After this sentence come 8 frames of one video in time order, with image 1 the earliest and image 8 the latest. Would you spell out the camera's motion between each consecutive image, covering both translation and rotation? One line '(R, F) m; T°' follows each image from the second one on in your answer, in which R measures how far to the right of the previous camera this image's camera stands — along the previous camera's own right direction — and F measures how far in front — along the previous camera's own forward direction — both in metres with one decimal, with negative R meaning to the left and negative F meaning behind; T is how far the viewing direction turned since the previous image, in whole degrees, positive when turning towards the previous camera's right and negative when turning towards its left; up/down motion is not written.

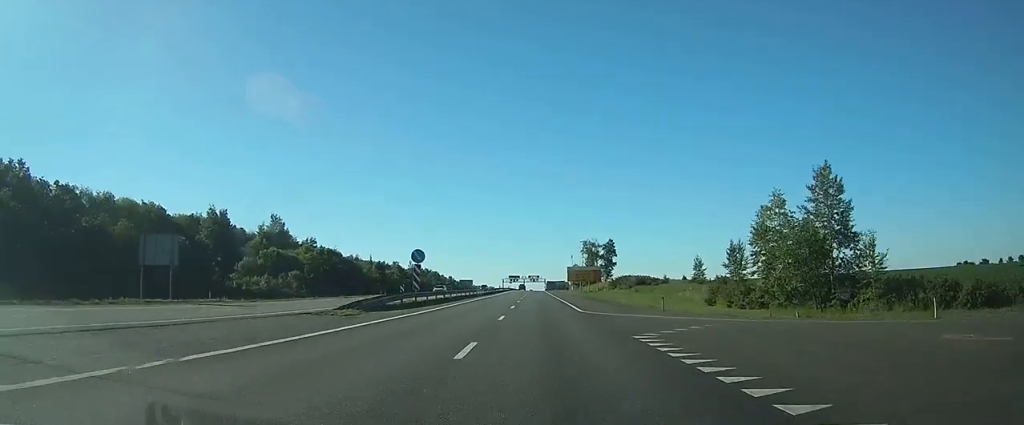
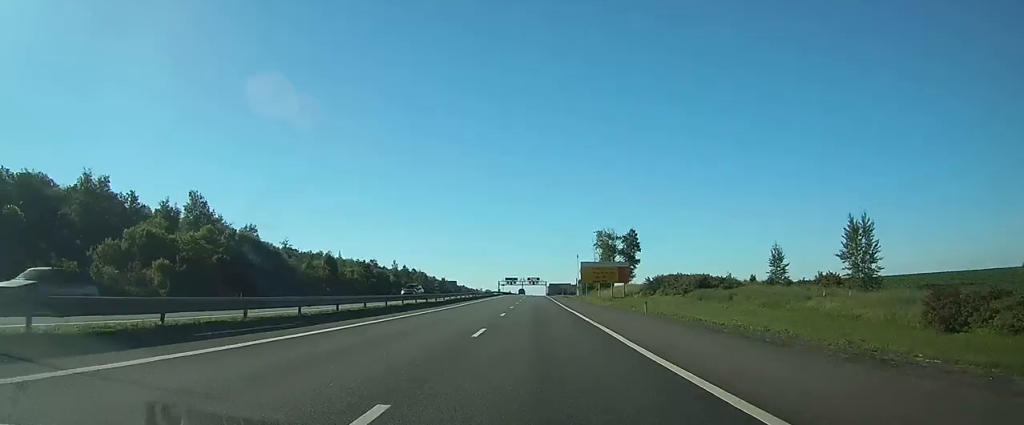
(+0.1, +42.7) m; 0°
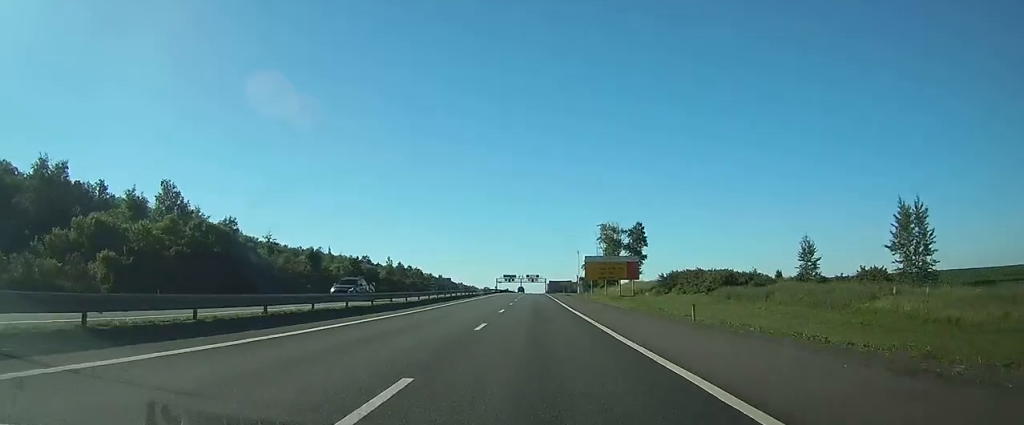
(0.0, +10.3) m; 0°
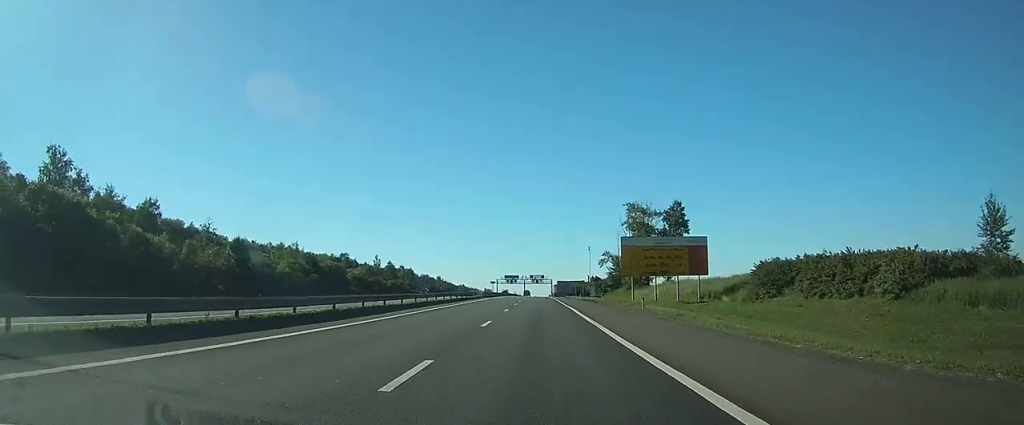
(0.0, +33.4) m; 0°
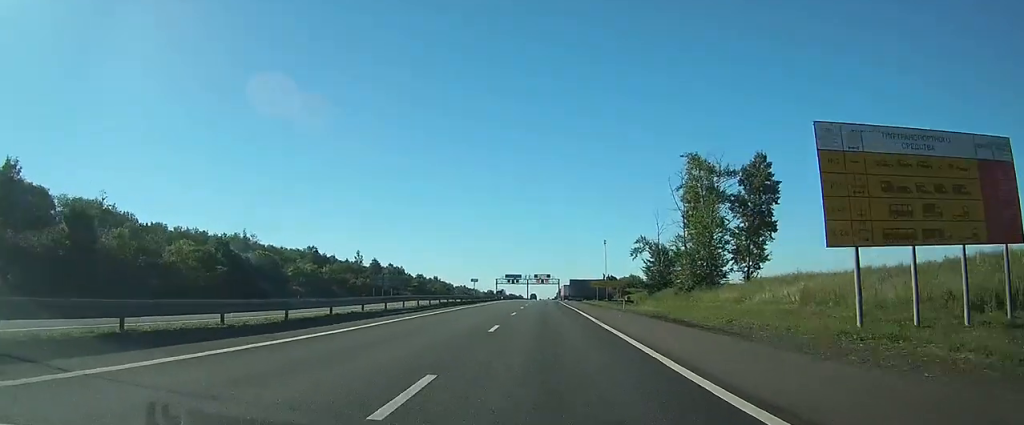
(-0.1, +36.6) m; 0°
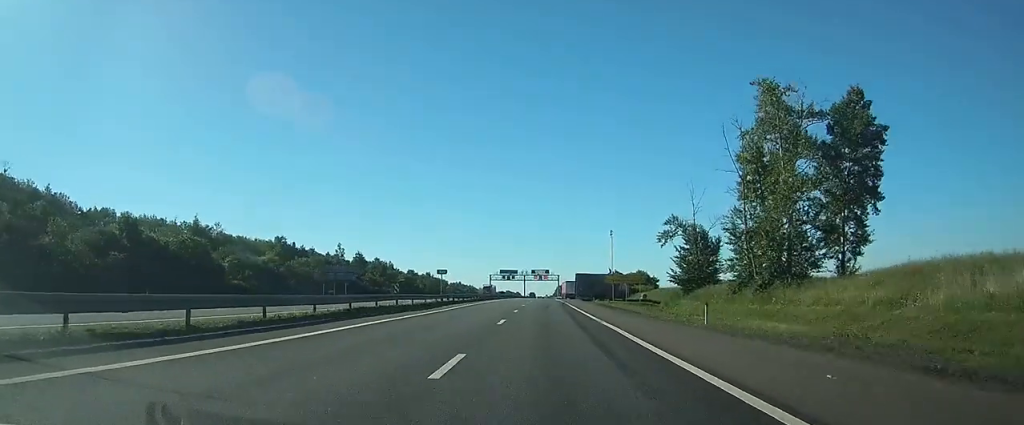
(0.0, +21.2) m; 0°
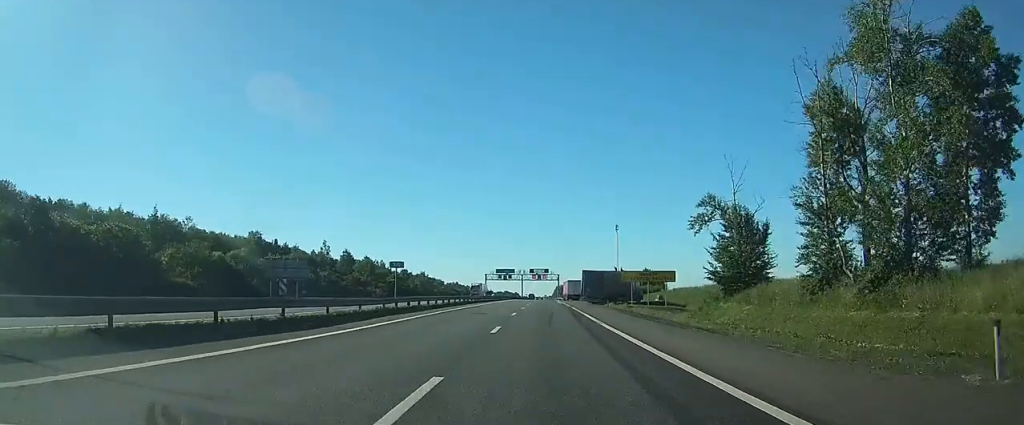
(0.0, +14.4) m; 0°
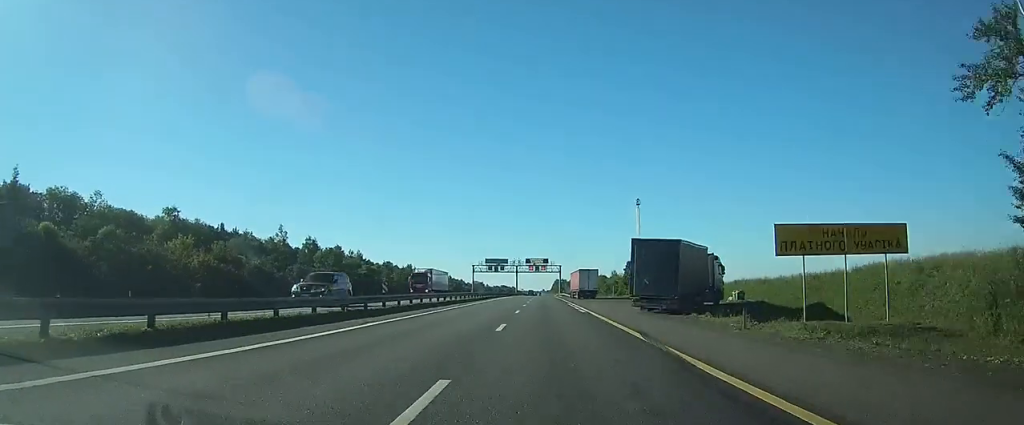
(0.0, +35.5) m; 0°
